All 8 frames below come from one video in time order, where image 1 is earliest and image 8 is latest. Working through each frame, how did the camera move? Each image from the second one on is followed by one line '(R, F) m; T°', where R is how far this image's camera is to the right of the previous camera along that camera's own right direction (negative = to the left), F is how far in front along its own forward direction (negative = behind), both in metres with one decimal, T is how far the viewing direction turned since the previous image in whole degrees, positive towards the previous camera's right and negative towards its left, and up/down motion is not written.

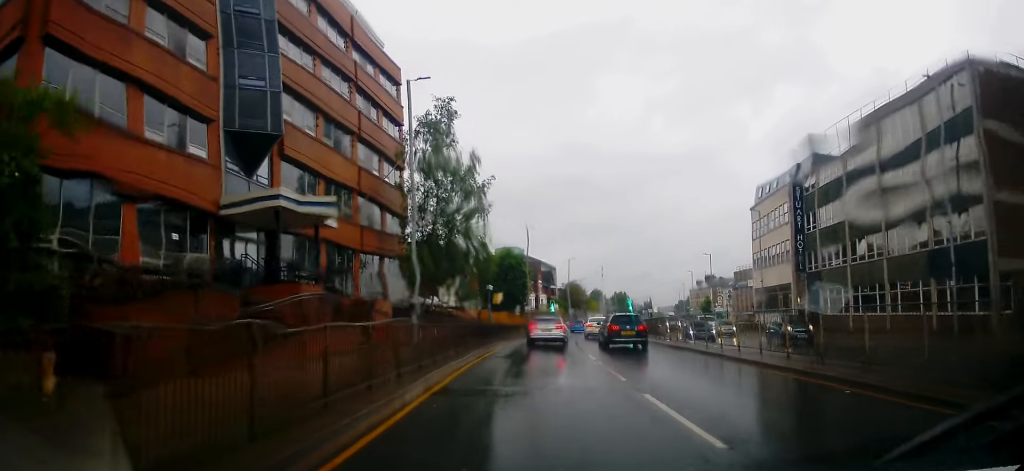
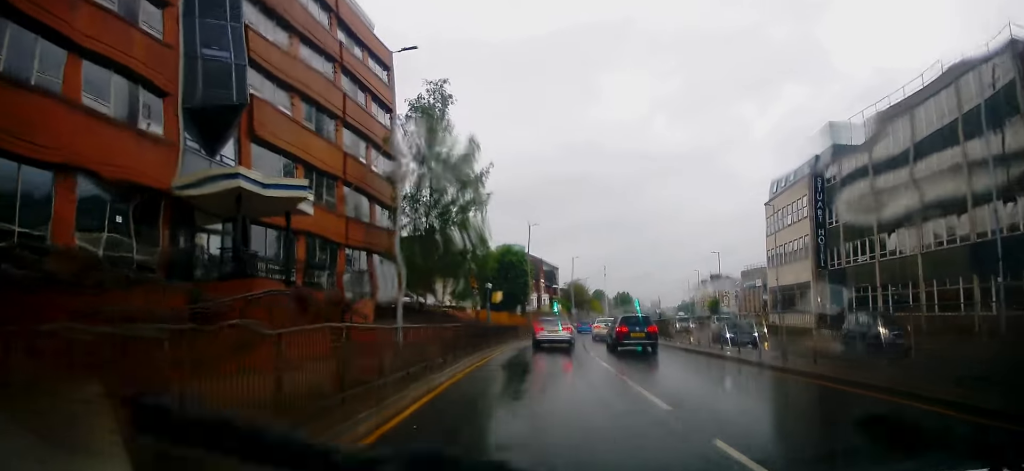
(+0.1, +3.4) m; 0°
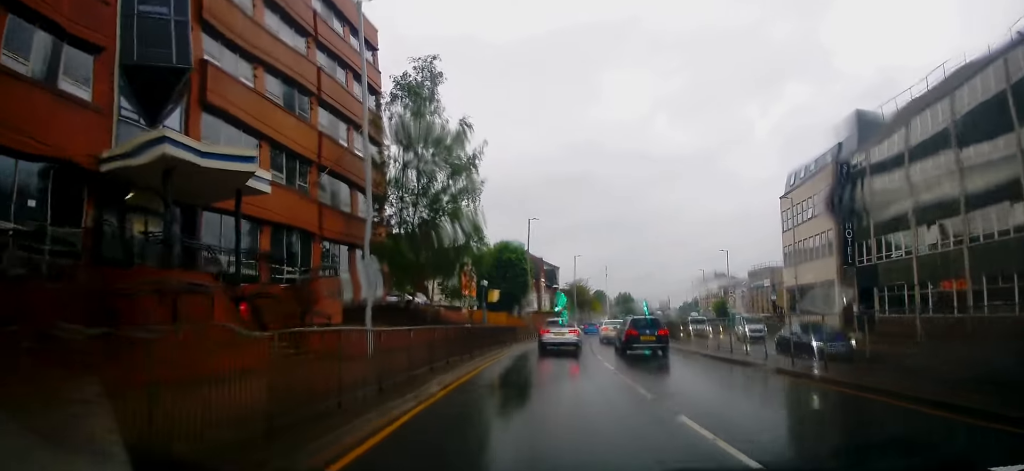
(+0.2, +4.1) m; 0°
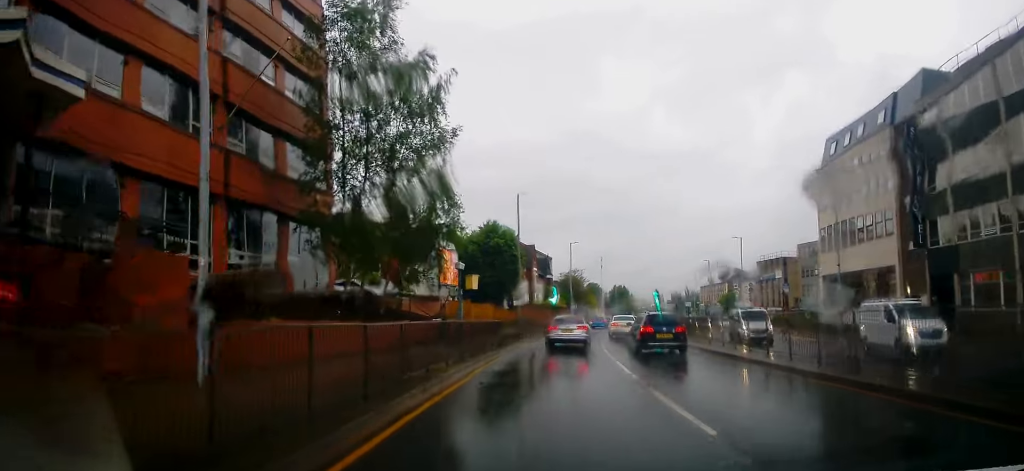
(-0.5, +9.0) m; -4°
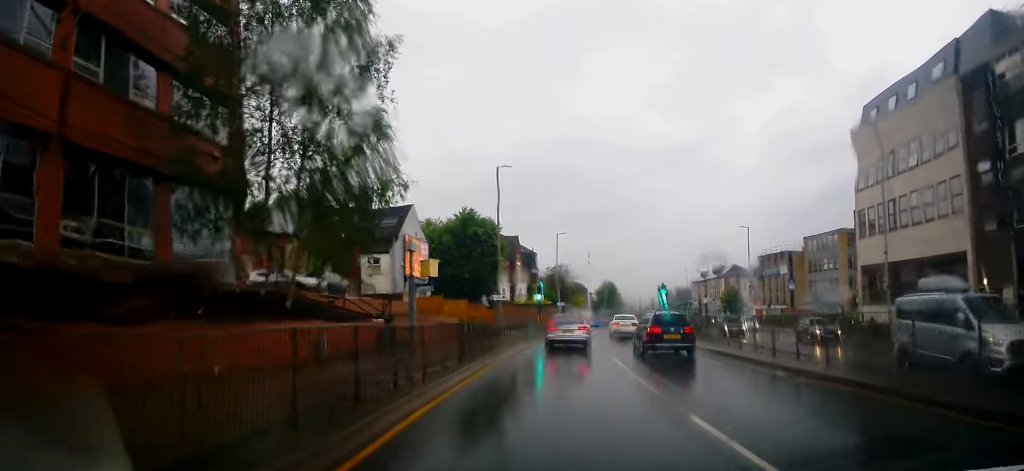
(0.0, +8.3) m; +4°
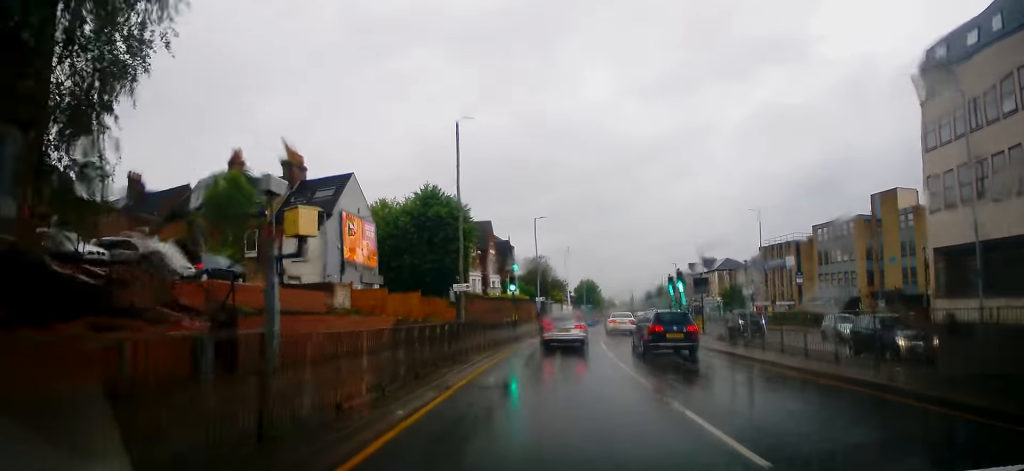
(+0.6, +10.5) m; +5°
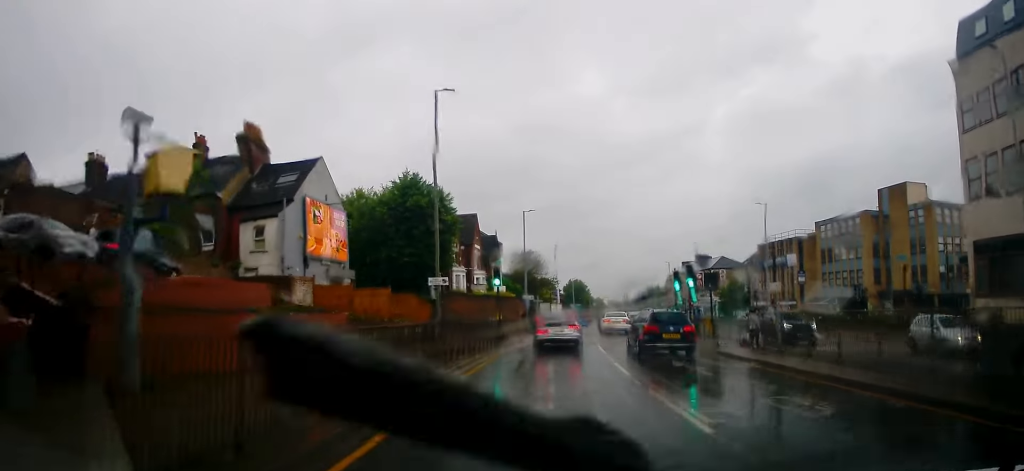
(0.0, +4.3) m; +1°
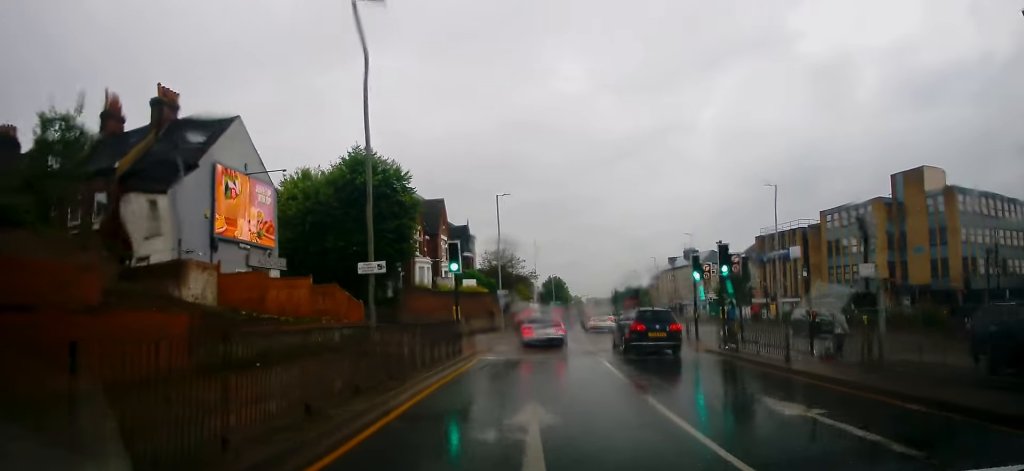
(+0.3, +7.9) m; 0°
